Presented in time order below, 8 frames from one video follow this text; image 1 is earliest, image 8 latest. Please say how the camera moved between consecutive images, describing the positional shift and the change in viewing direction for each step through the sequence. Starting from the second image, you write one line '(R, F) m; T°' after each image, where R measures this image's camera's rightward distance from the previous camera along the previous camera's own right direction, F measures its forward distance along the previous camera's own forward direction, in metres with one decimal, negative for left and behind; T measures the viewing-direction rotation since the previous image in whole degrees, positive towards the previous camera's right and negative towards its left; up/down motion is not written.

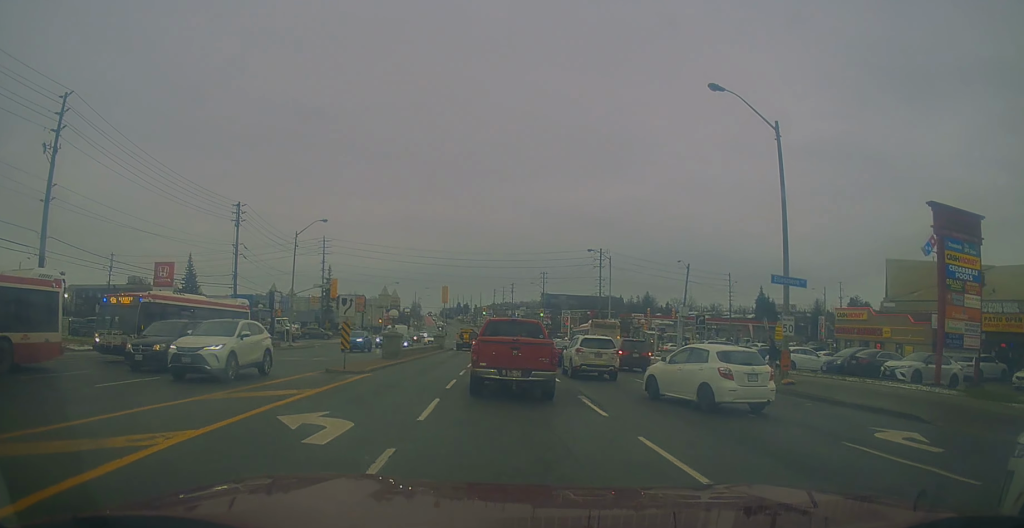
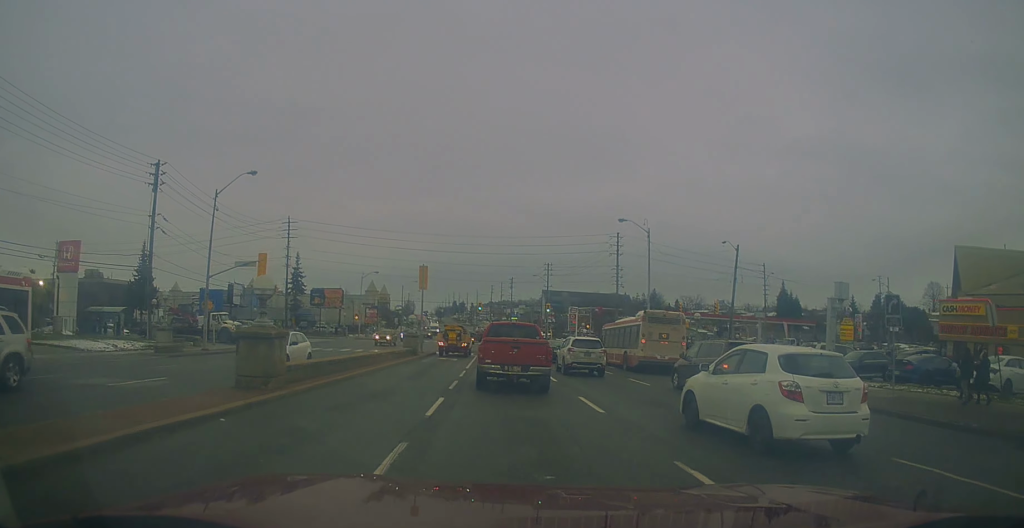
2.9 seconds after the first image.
(+0.7, +16.1) m; -1°
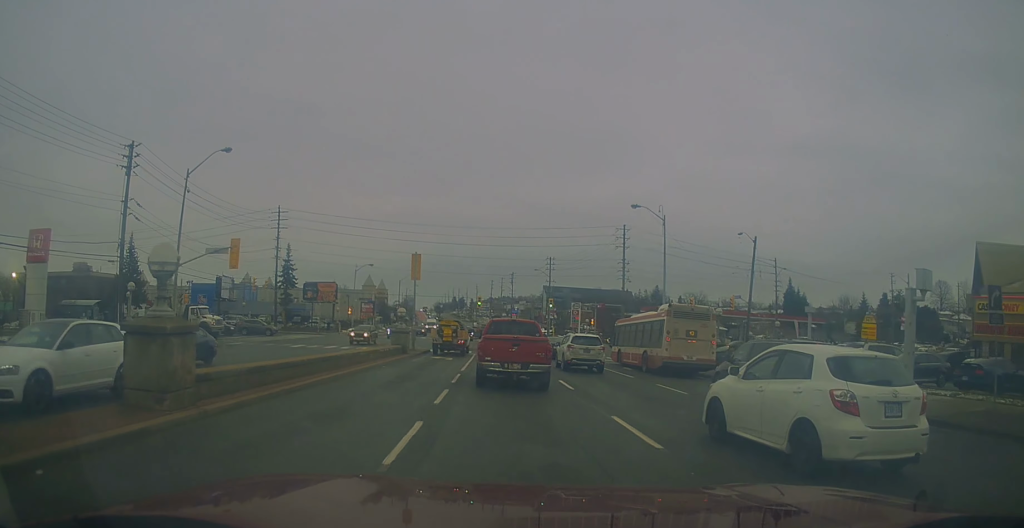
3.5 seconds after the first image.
(-0.5, +4.1) m; -1°
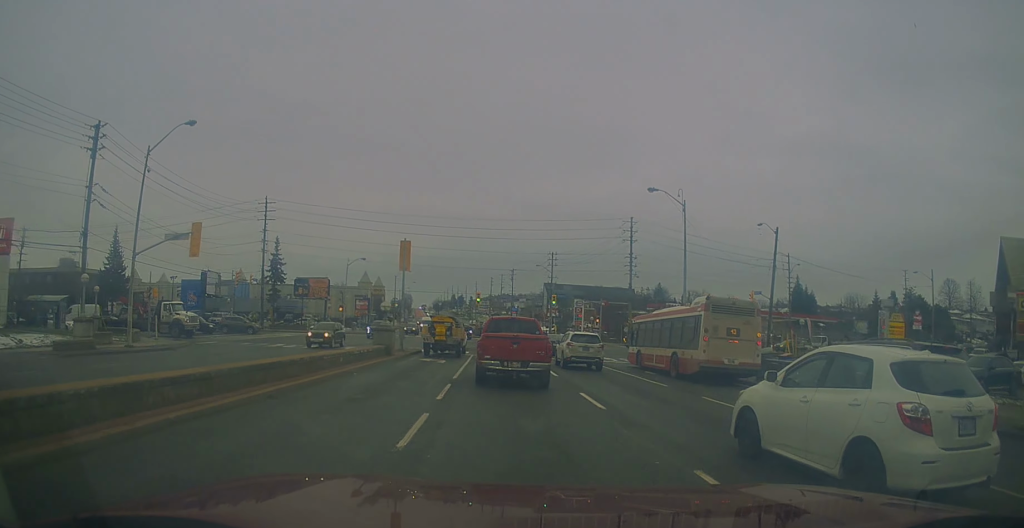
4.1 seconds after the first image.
(+0.5, +4.8) m; +4°
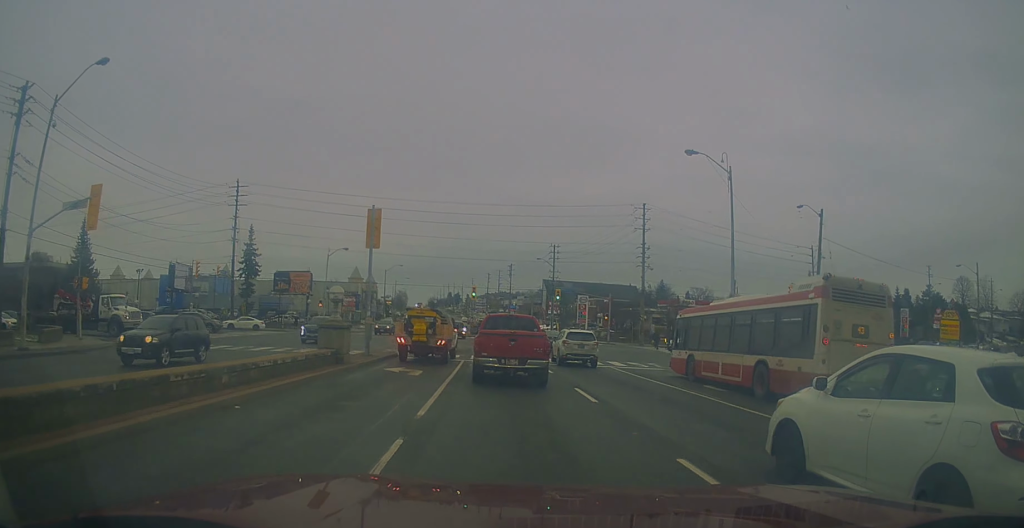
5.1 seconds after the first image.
(+0.4, +8.3) m; +1°
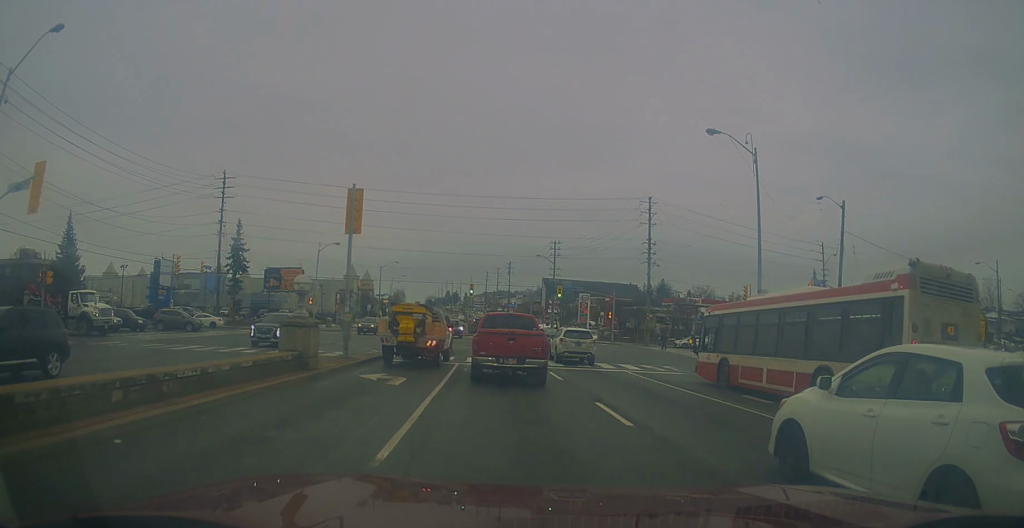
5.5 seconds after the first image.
(+0.1, +3.4) m; -1°
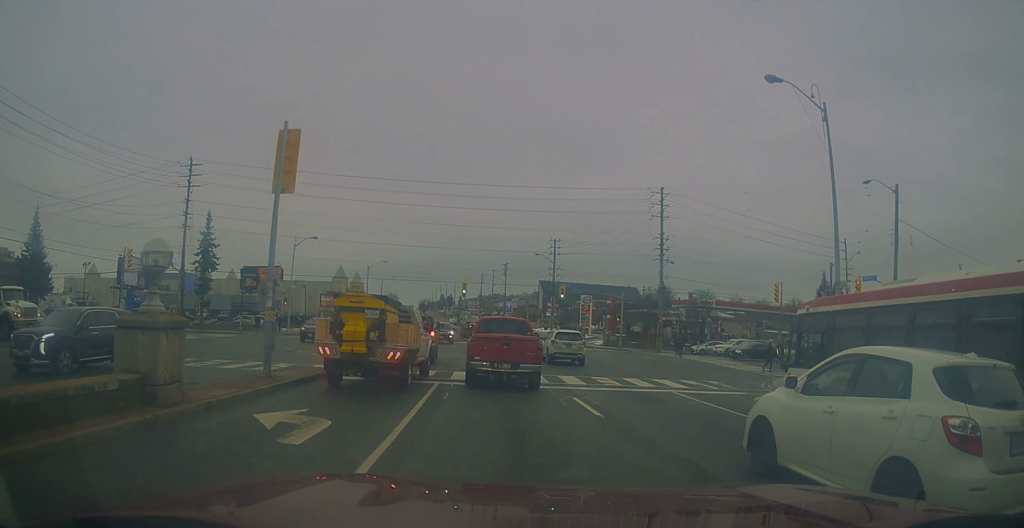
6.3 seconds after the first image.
(-0.3, +7.3) m; 0°
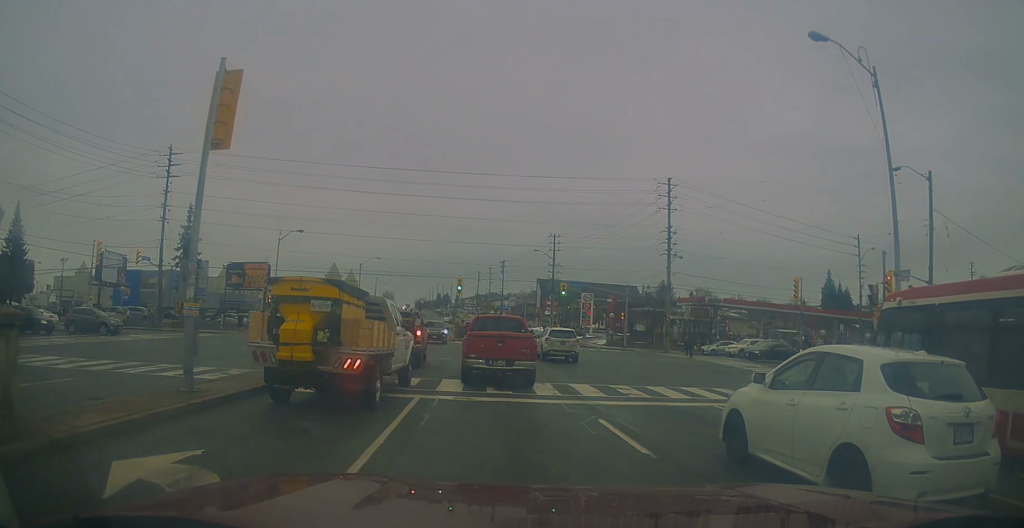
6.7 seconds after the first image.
(0.0, +3.8) m; +1°
